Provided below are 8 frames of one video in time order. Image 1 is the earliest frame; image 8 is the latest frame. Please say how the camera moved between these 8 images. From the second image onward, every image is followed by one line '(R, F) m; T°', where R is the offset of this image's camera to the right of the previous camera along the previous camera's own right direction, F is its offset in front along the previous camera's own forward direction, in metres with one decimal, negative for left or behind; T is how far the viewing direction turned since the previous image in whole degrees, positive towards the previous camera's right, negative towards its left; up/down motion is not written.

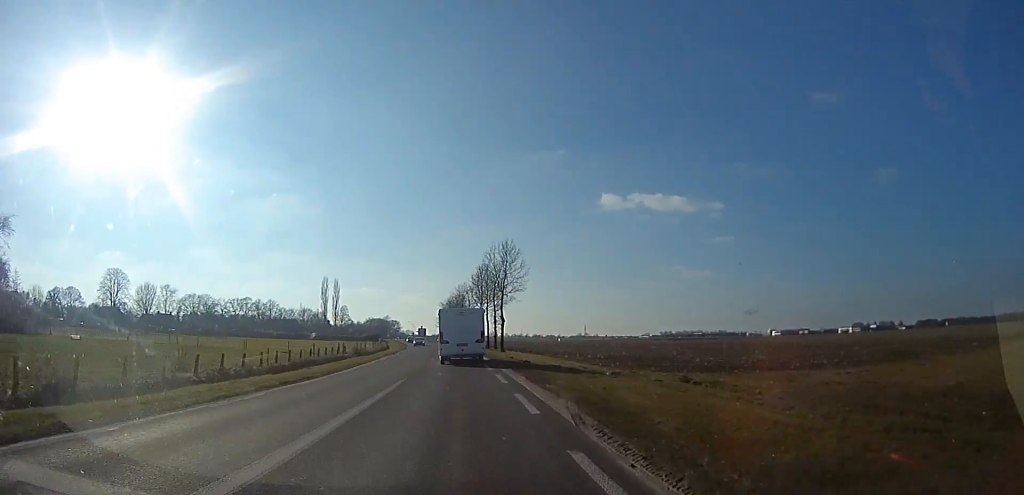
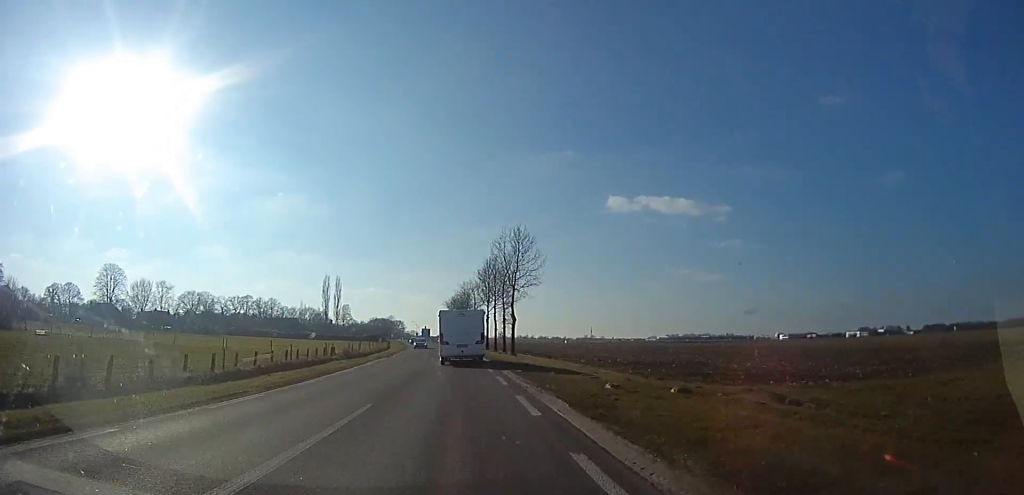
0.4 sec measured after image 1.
(0.0, +6.1) m; 0°
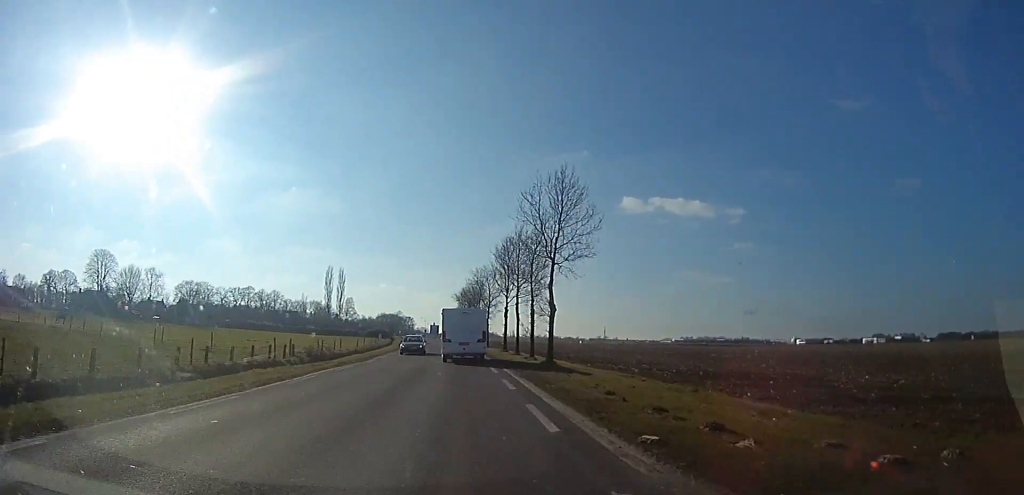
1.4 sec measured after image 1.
(0.0, +13.6) m; 0°
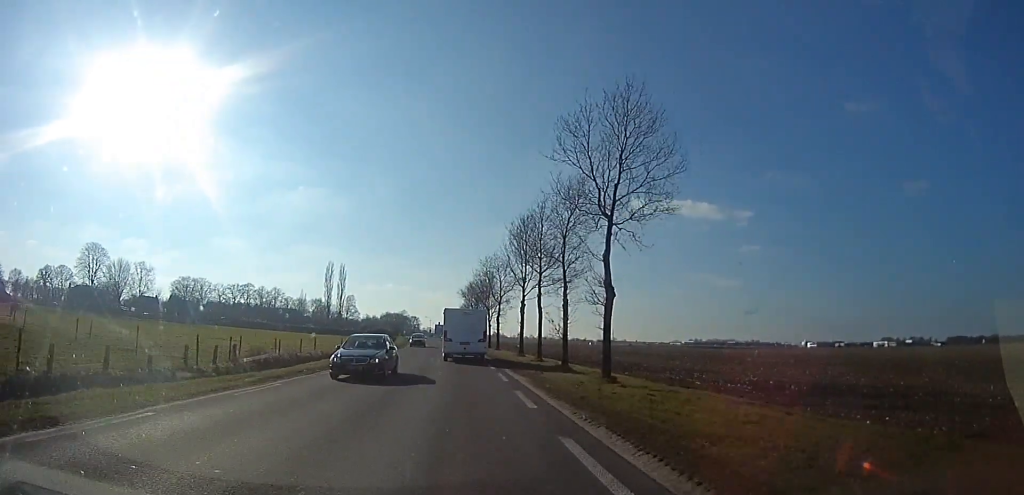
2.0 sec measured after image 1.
(0.0, +9.5) m; 0°
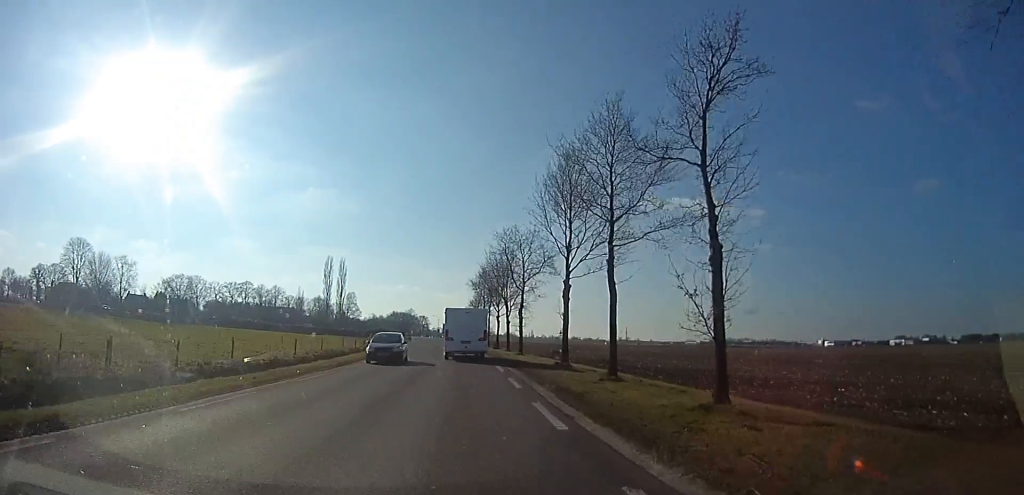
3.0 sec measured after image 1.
(0.0, +14.7) m; 0°
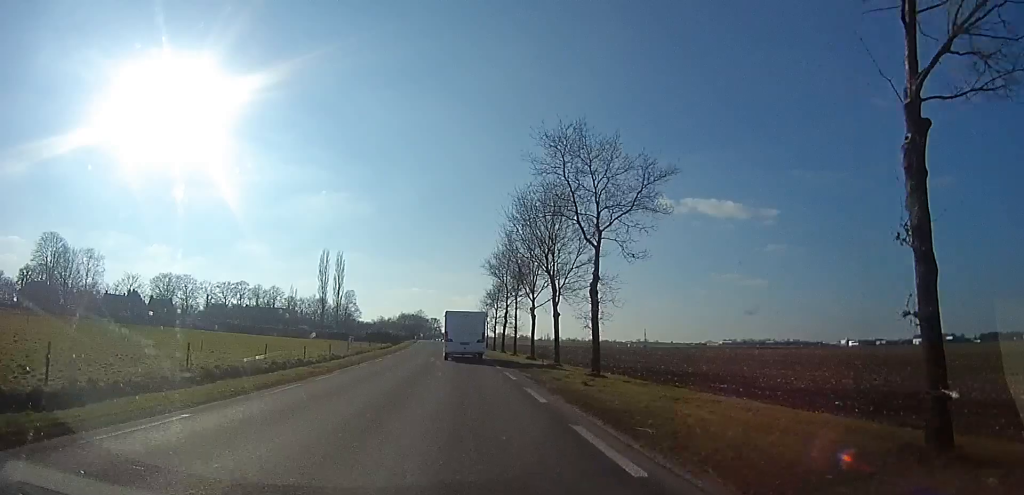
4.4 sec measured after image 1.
(-0.4, +21.0) m; -4°
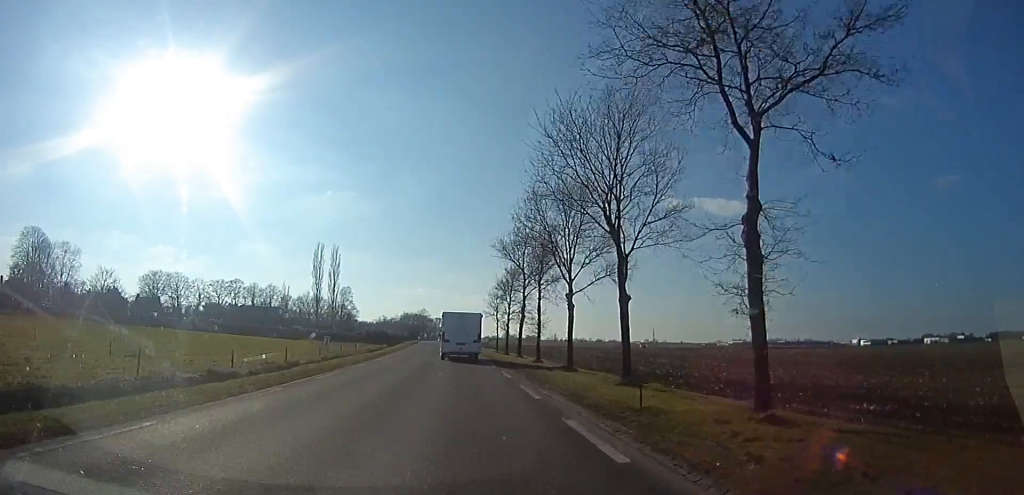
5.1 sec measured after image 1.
(-0.4, +11.5) m; -2°
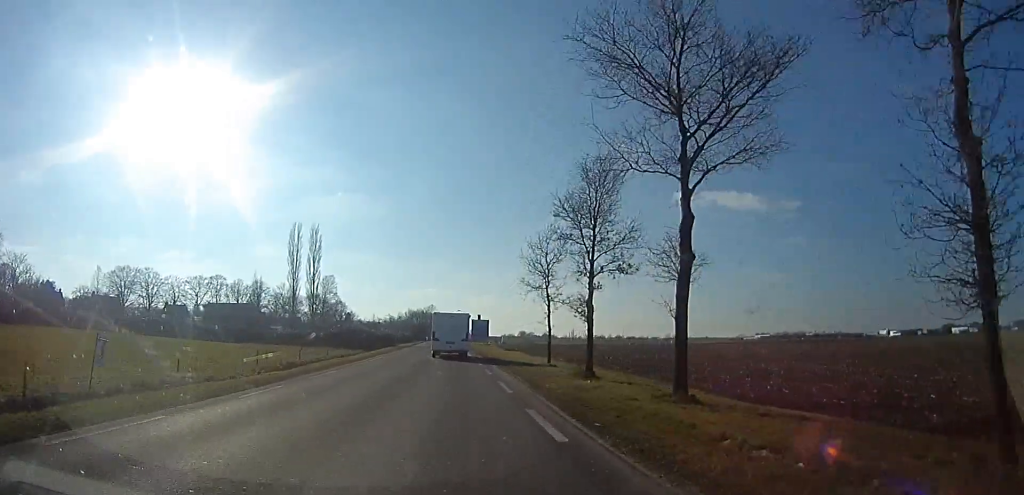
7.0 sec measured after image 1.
(0.0, +29.2) m; 0°
